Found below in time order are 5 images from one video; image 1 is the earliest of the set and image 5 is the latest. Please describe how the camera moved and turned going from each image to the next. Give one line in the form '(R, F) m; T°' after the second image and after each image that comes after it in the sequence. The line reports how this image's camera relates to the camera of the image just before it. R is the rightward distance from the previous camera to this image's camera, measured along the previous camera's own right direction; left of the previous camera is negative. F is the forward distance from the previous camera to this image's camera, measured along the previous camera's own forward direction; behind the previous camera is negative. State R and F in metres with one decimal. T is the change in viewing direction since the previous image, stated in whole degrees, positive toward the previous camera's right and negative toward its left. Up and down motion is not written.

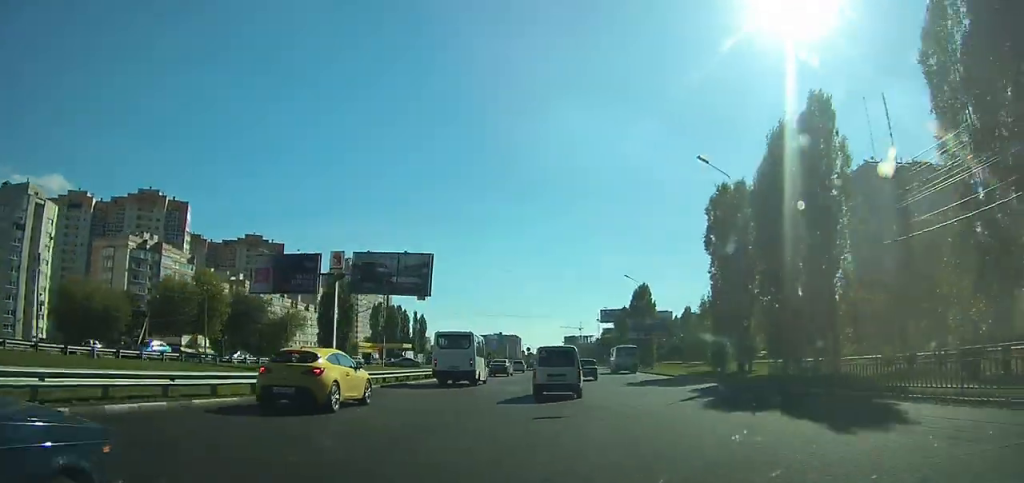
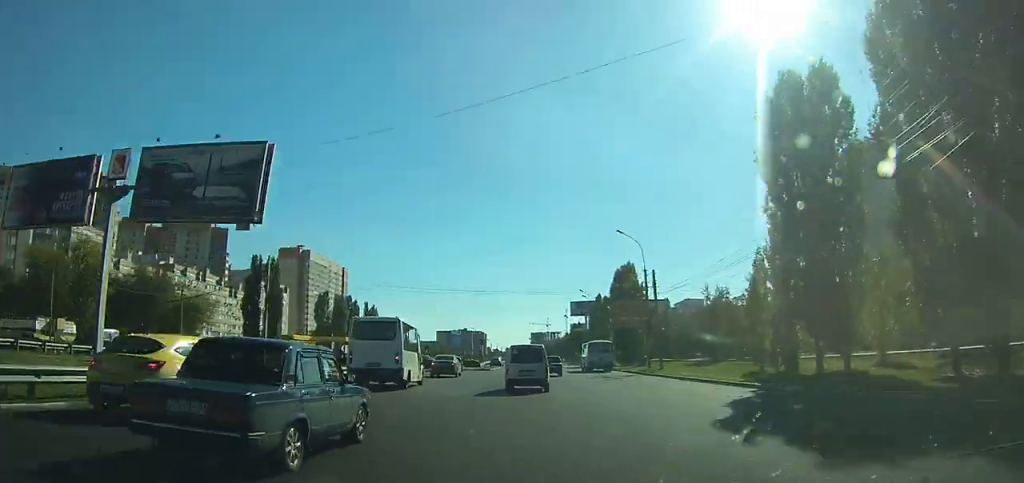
(+0.6, +22.2) m; +1°
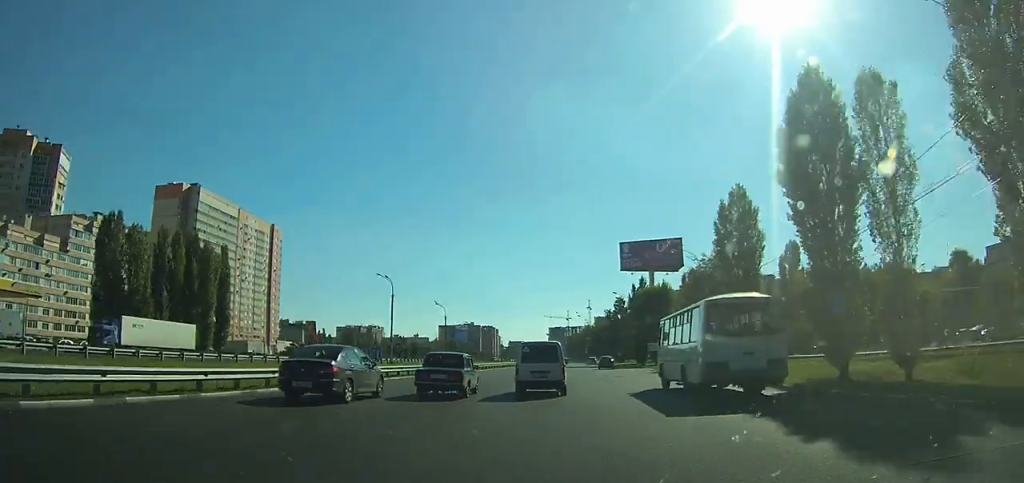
(+0.5, +106.9) m; 0°
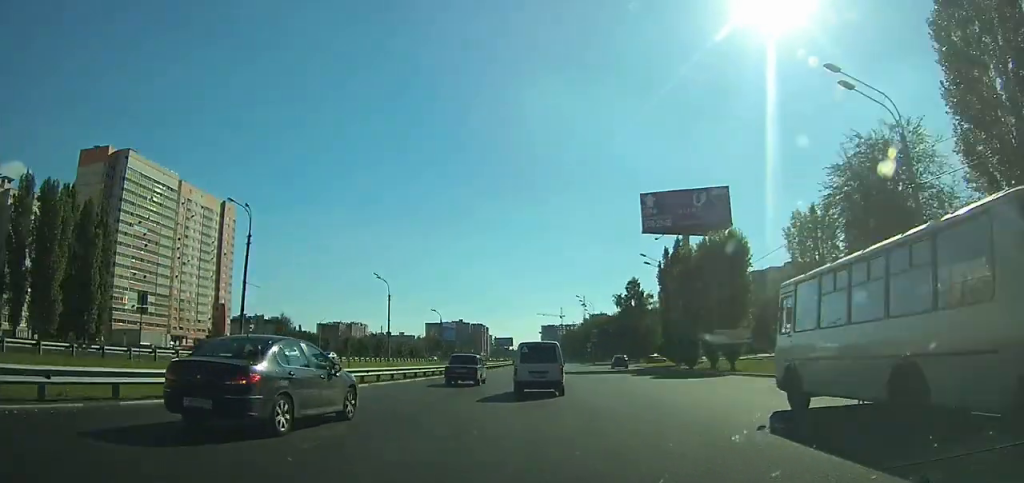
(+0.1, +34.0) m; 0°
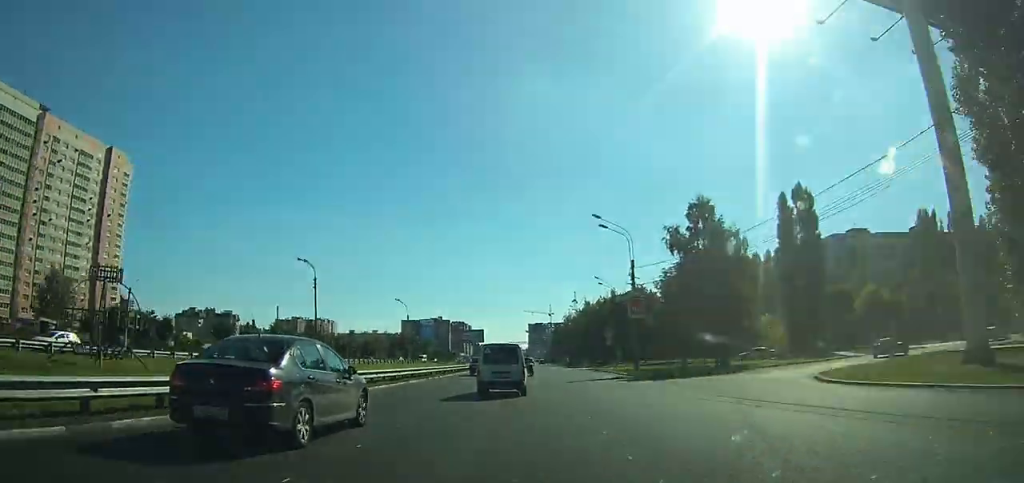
(+0.3, +59.7) m; 0°
